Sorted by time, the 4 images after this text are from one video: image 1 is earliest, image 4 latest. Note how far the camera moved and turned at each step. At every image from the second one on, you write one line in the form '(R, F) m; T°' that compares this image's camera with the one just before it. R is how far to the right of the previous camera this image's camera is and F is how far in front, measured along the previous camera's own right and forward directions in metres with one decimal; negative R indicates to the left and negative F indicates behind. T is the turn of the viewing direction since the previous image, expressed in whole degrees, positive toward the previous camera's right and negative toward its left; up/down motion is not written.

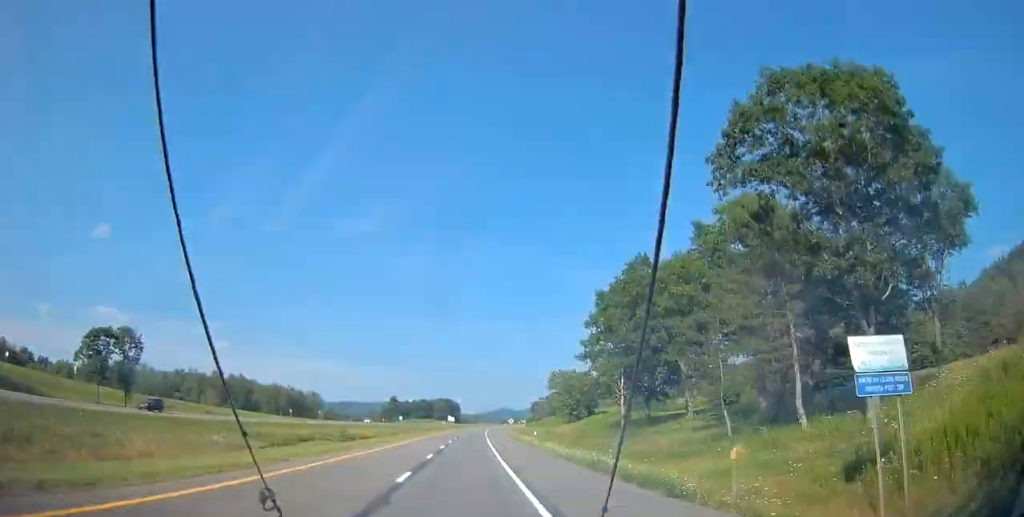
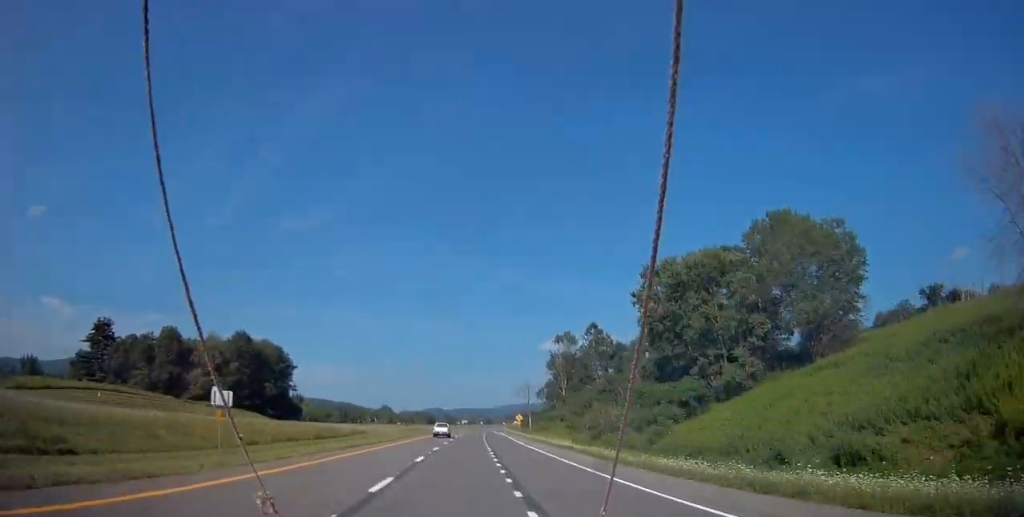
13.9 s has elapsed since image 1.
(+26.2, +391.0) m; +7°
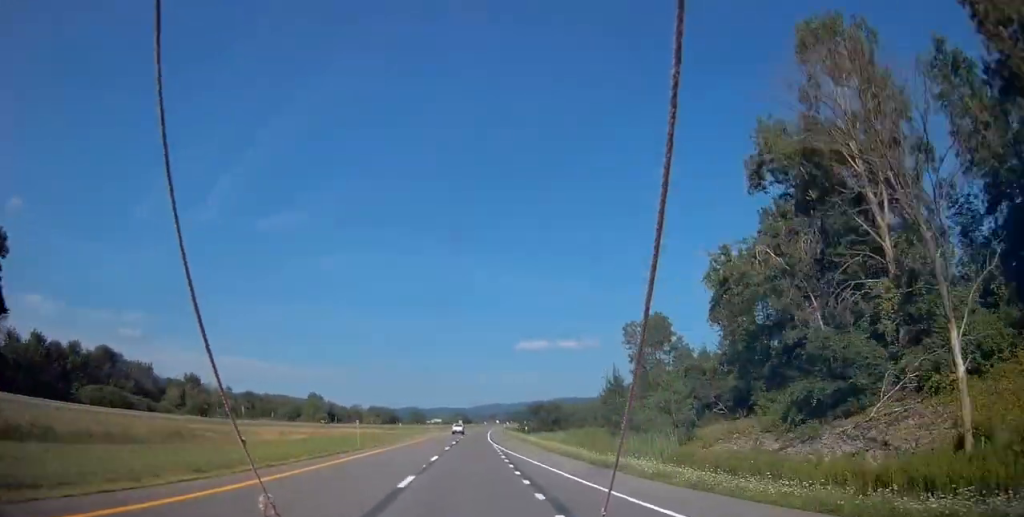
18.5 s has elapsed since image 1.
(+1.7, +132.0) m; +2°
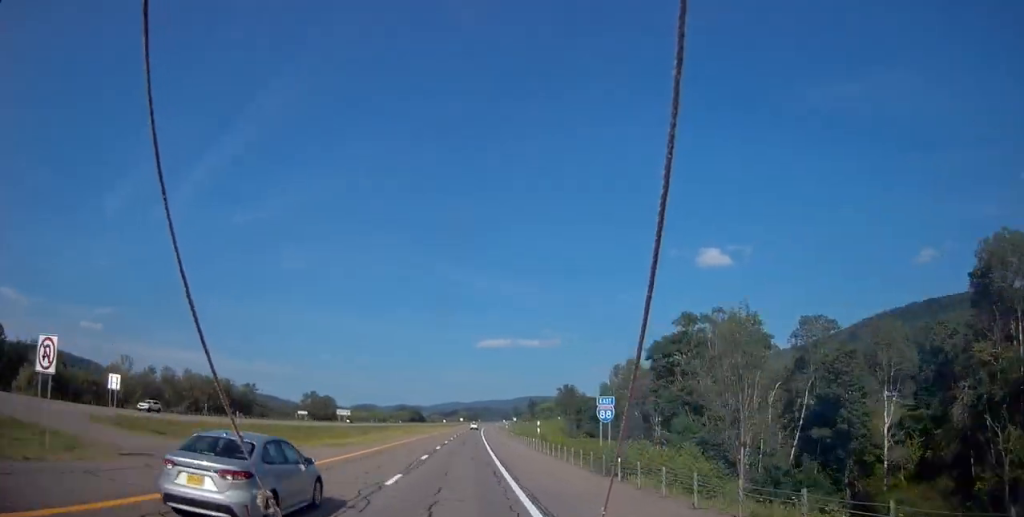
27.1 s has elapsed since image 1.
(+8.9, +240.4) m; +4°
